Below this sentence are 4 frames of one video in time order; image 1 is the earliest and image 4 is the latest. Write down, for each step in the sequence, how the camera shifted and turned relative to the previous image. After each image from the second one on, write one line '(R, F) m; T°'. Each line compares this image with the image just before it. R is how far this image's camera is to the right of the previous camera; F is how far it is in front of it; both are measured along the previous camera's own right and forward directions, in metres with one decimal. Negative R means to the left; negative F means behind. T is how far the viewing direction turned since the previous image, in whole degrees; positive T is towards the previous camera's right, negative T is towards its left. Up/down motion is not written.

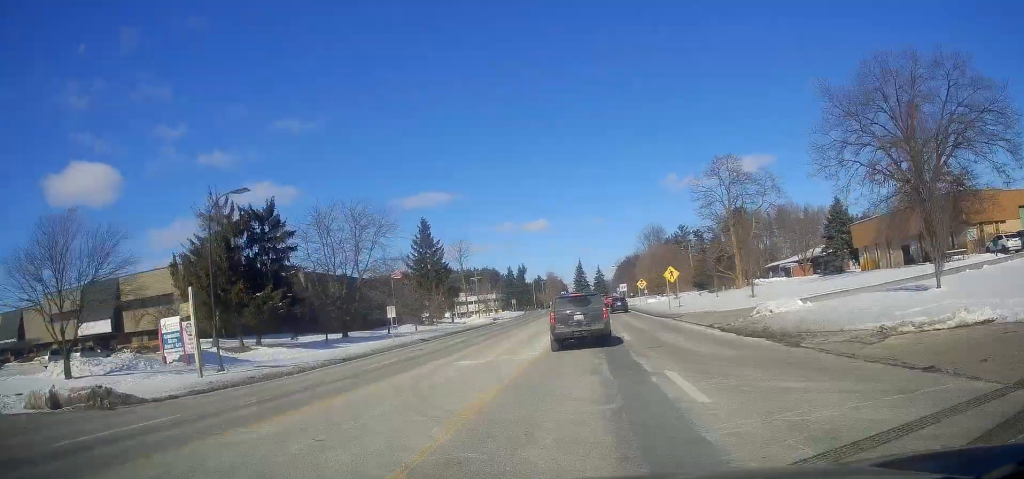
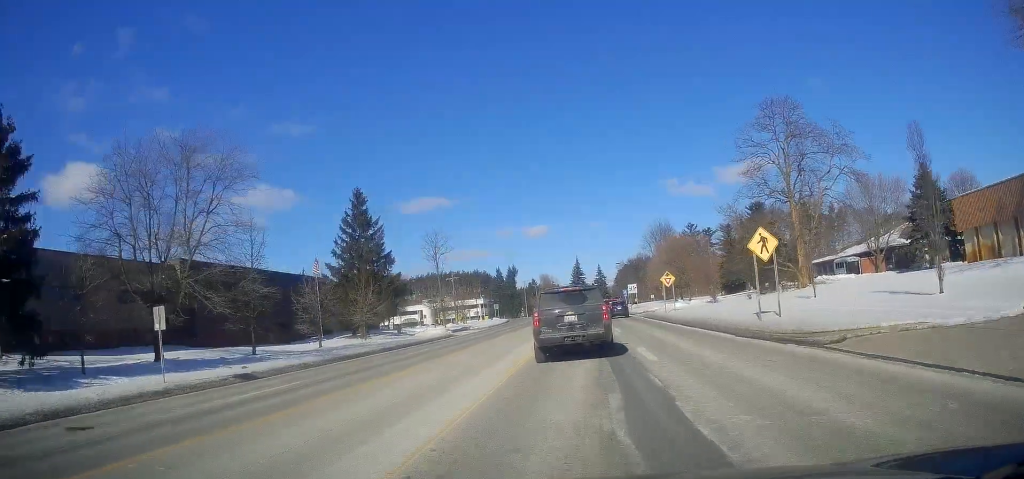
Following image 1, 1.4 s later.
(-0.4, +21.7) m; -1°
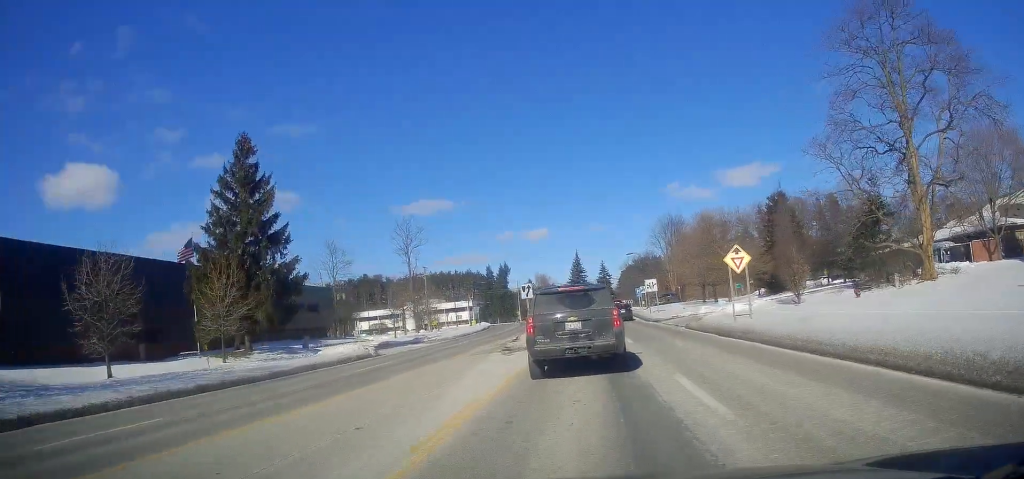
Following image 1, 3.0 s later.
(+0.6, +17.8) m; +1°
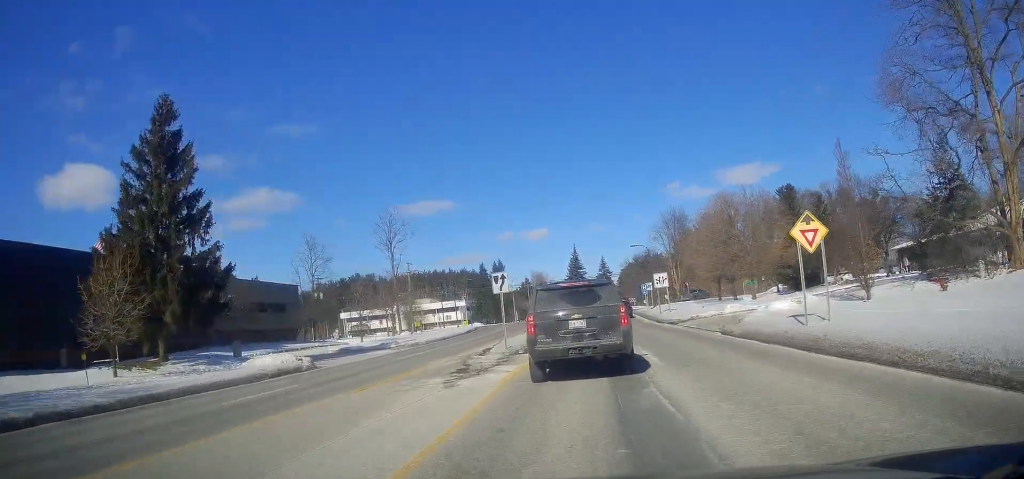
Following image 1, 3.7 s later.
(0.0, +7.2) m; 0°
